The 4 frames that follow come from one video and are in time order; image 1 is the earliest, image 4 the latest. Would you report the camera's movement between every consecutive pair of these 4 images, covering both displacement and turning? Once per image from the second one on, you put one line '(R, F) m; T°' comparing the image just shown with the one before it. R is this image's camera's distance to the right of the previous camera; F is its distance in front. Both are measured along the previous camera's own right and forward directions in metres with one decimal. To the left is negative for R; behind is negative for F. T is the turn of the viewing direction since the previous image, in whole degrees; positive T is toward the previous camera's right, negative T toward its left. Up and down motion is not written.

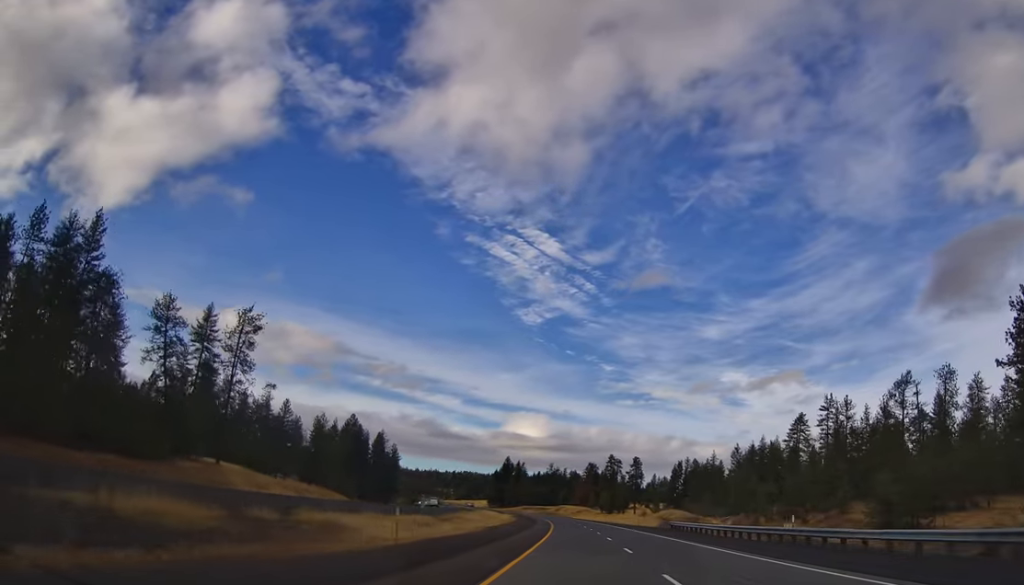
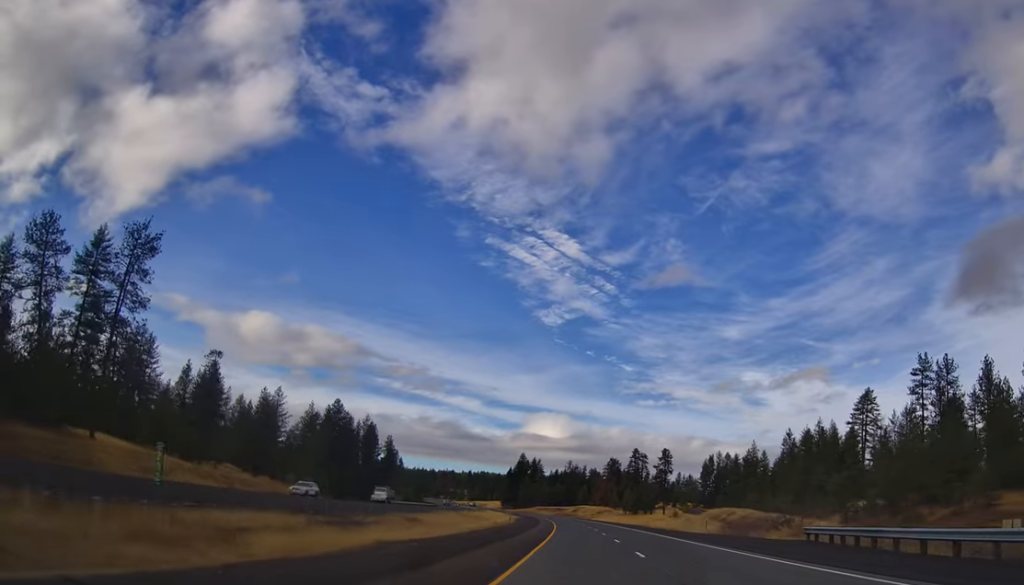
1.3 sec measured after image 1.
(-1.7, +40.0) m; -3°
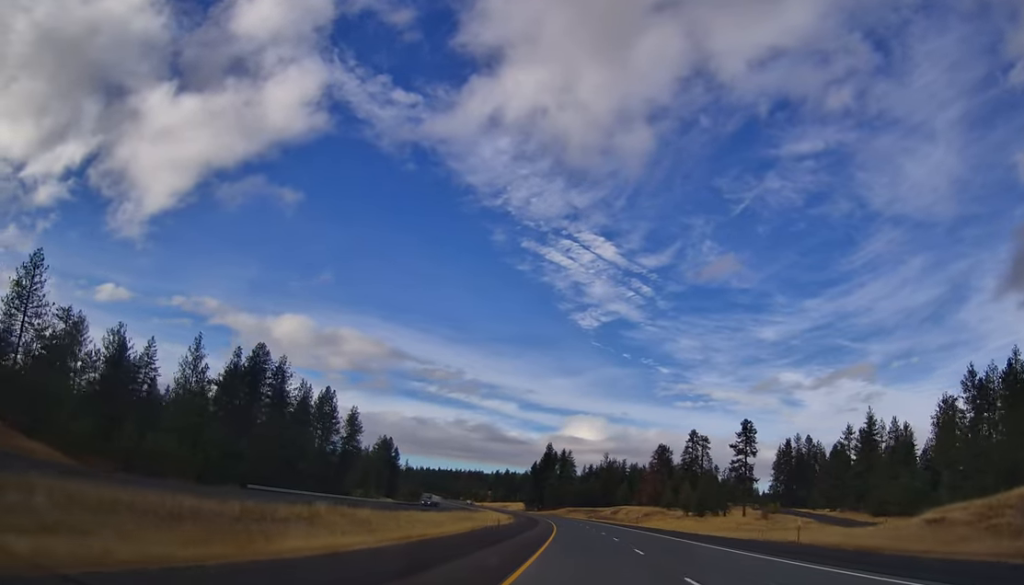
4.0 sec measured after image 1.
(-1.8, +84.3) m; -4°
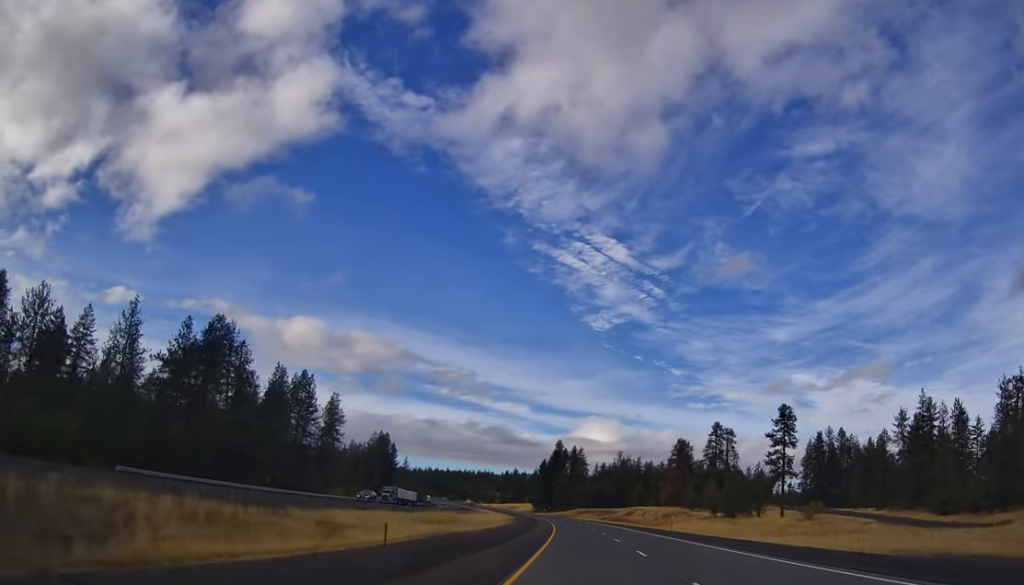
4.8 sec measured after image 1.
(-0.4, +25.7) m; -1°
